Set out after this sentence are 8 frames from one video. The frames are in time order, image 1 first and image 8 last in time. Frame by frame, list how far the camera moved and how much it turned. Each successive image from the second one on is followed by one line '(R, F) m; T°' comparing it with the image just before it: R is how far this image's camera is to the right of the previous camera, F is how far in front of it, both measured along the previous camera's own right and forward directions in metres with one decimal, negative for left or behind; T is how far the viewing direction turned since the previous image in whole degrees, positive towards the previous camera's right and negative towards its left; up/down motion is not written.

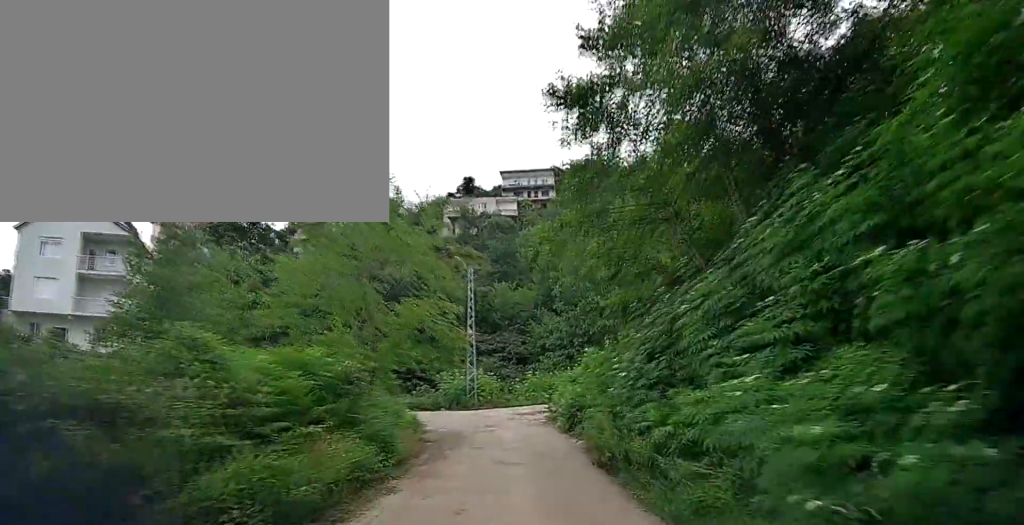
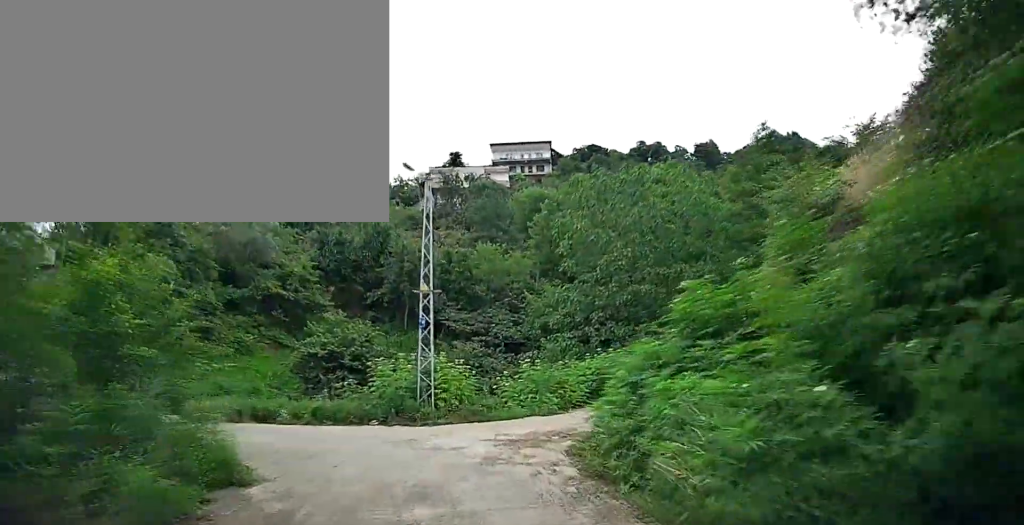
(+1.2, +14.0) m; +6°
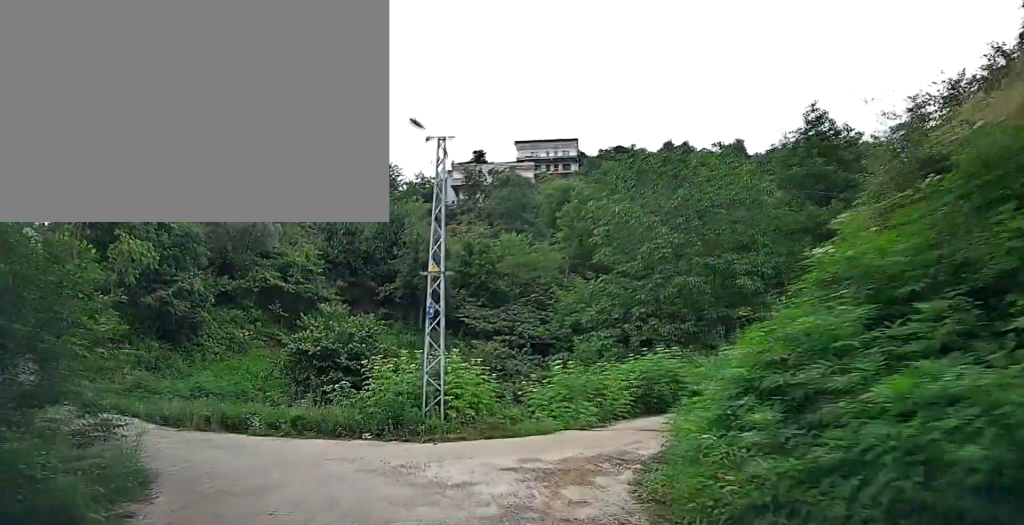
(0.0, +4.0) m; -3°
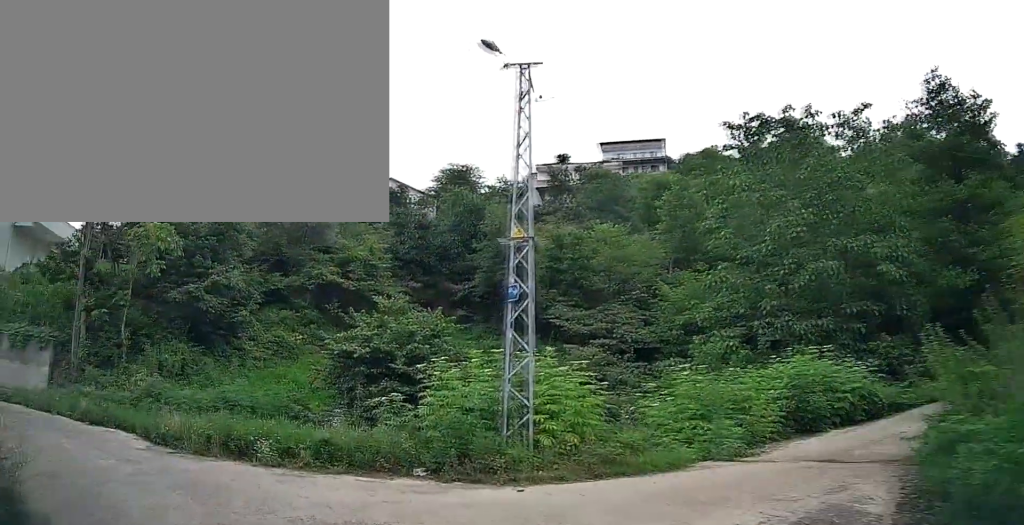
(-0.3, +5.3) m; -15°
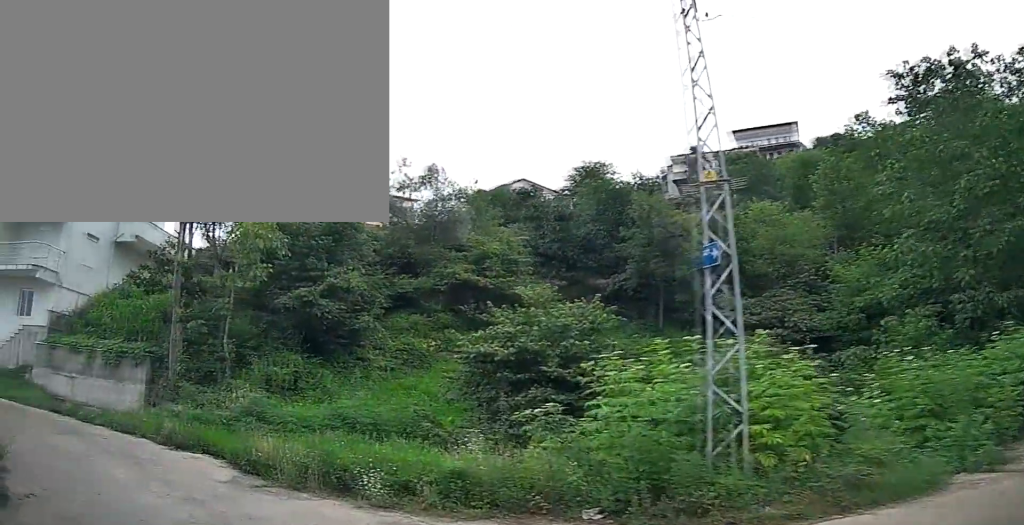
(-0.4, +3.1) m; -17°
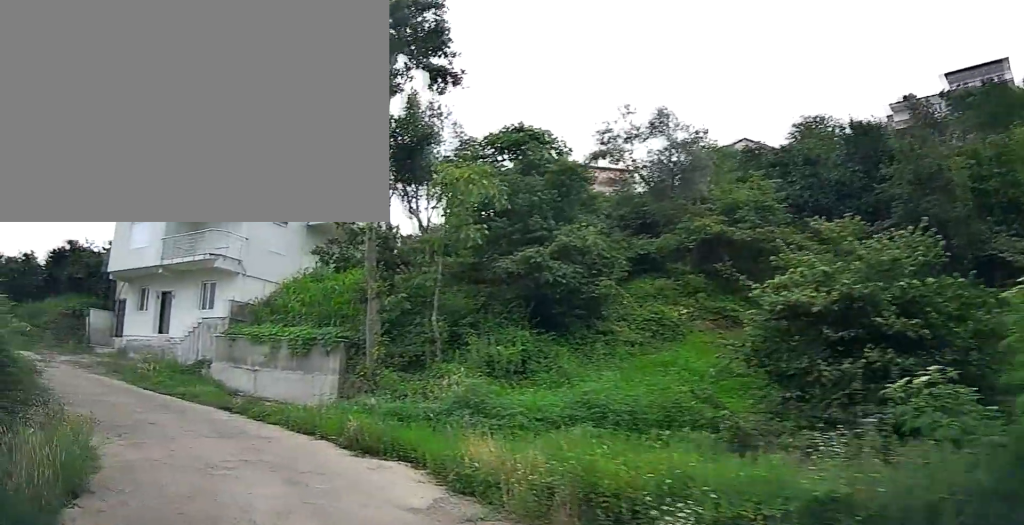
(-0.8, +3.5) m; -22°
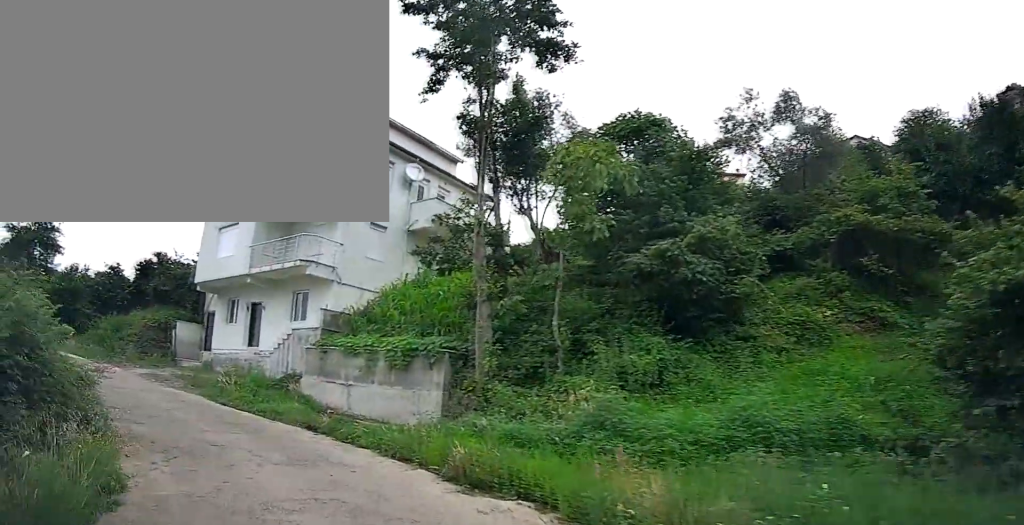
(-0.1, +1.9) m; -10°
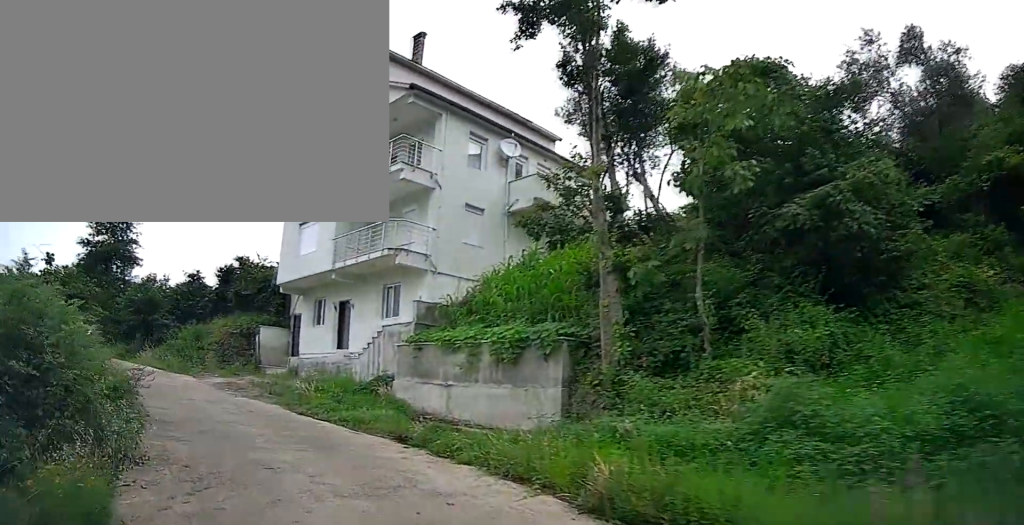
(-0.3, +2.3) m; -9°
